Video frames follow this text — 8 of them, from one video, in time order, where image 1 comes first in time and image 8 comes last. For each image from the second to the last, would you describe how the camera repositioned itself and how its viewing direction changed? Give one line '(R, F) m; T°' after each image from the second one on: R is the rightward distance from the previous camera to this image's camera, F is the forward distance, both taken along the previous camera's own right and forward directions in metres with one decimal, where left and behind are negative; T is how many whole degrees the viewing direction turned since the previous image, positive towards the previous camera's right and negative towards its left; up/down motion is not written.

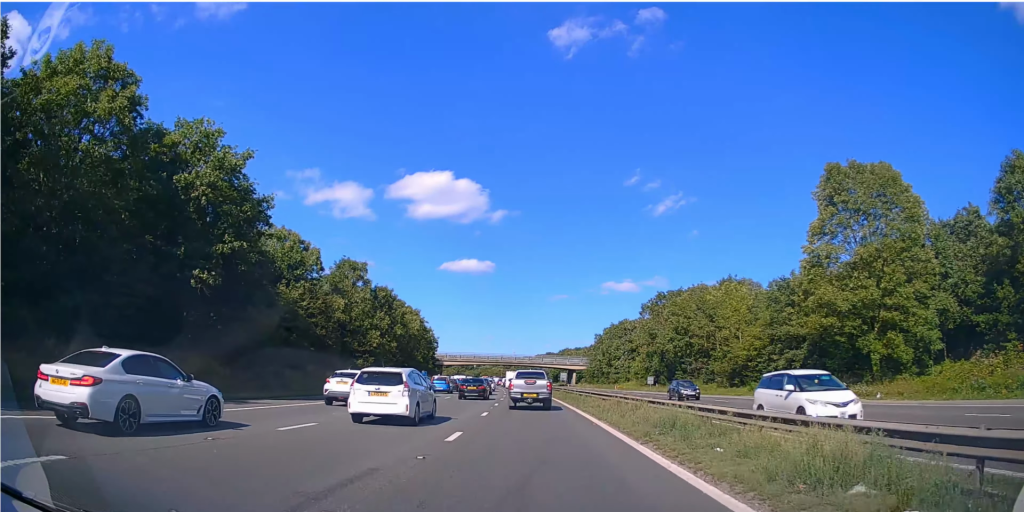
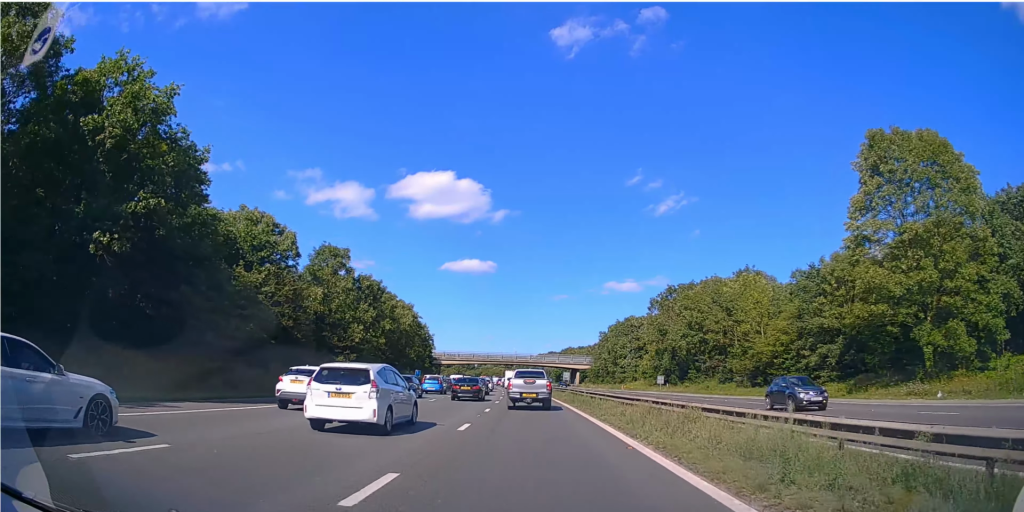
(-0.1, +6.8) m; 0°
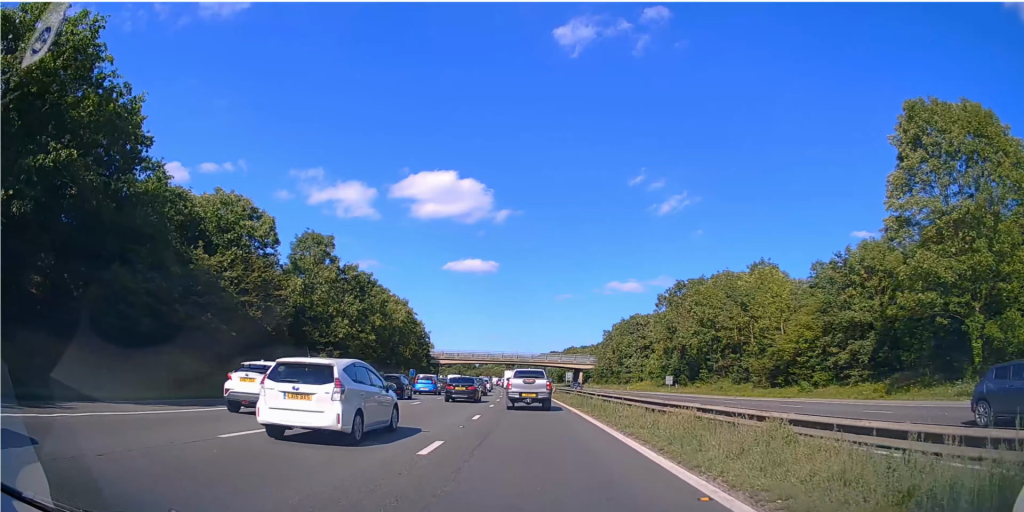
(0.0, +5.0) m; +1°
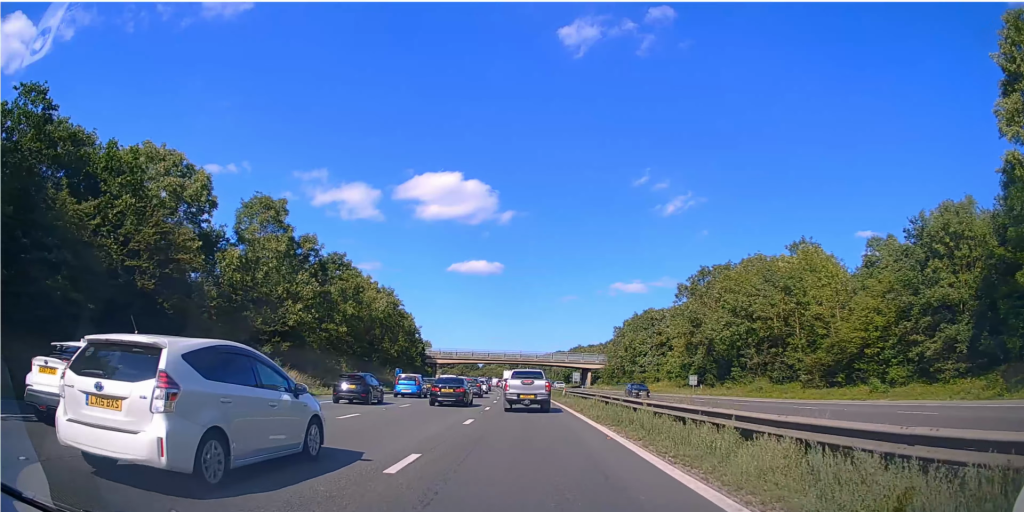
(+0.2, +11.4) m; +1°
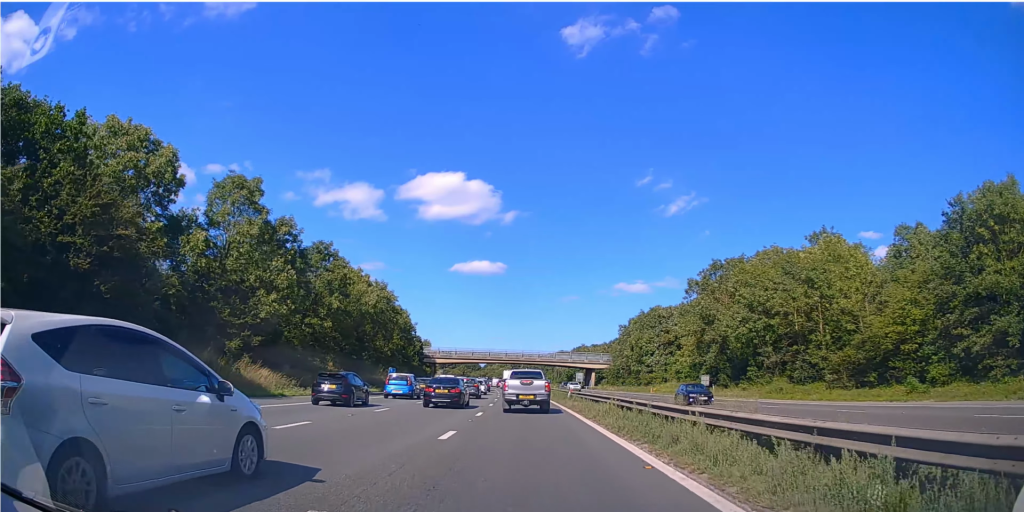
(0.0, +4.6) m; 0°
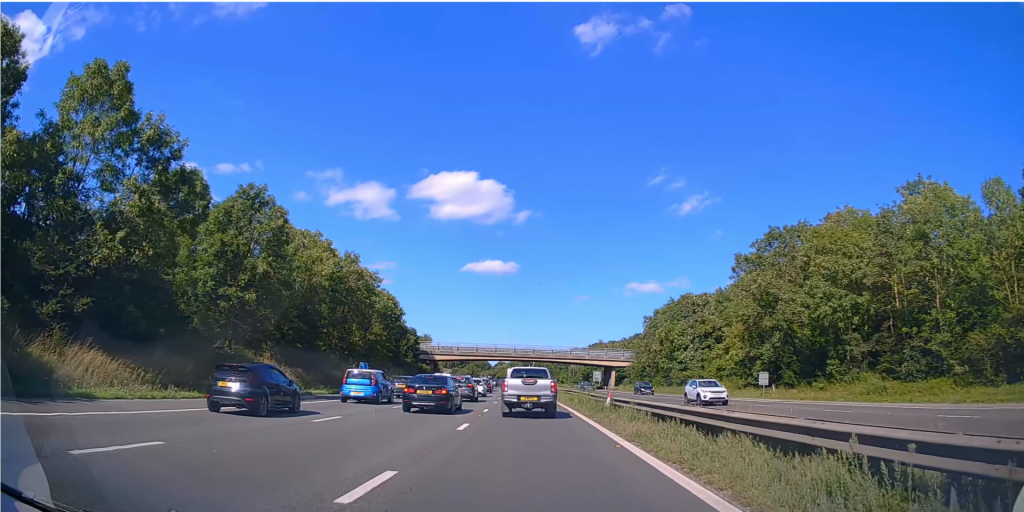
(-0.6, +15.8) m; -2°
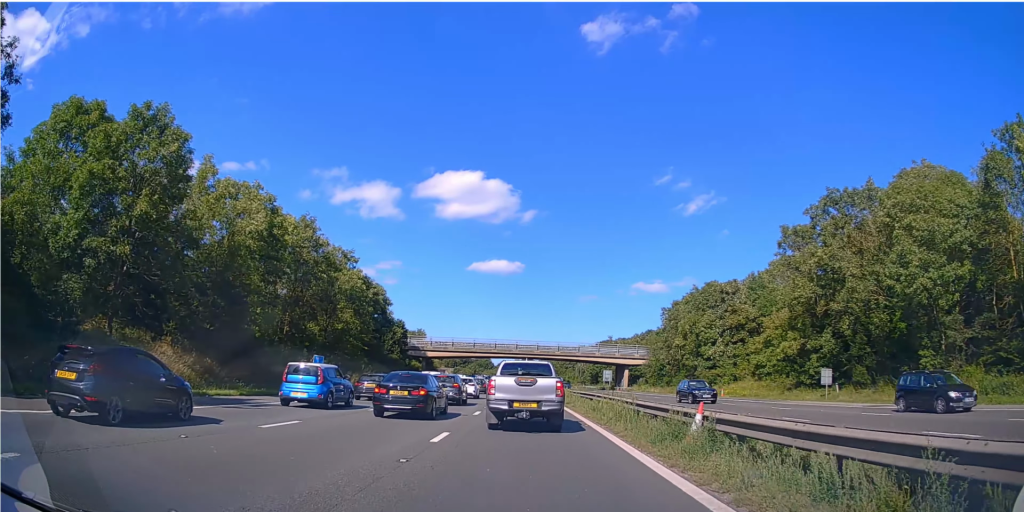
(-0.1, +12.4) m; -1°
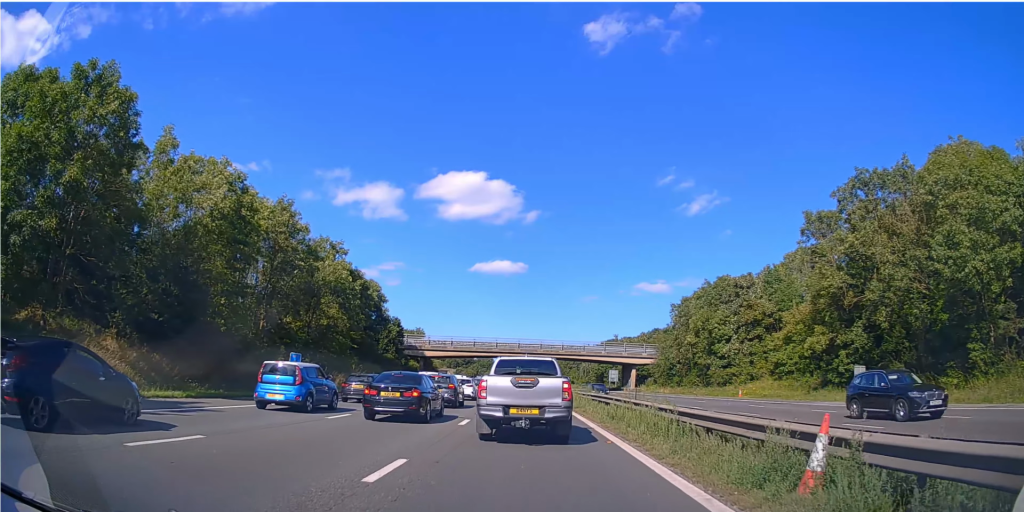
(-0.1, +4.8) m; 0°
